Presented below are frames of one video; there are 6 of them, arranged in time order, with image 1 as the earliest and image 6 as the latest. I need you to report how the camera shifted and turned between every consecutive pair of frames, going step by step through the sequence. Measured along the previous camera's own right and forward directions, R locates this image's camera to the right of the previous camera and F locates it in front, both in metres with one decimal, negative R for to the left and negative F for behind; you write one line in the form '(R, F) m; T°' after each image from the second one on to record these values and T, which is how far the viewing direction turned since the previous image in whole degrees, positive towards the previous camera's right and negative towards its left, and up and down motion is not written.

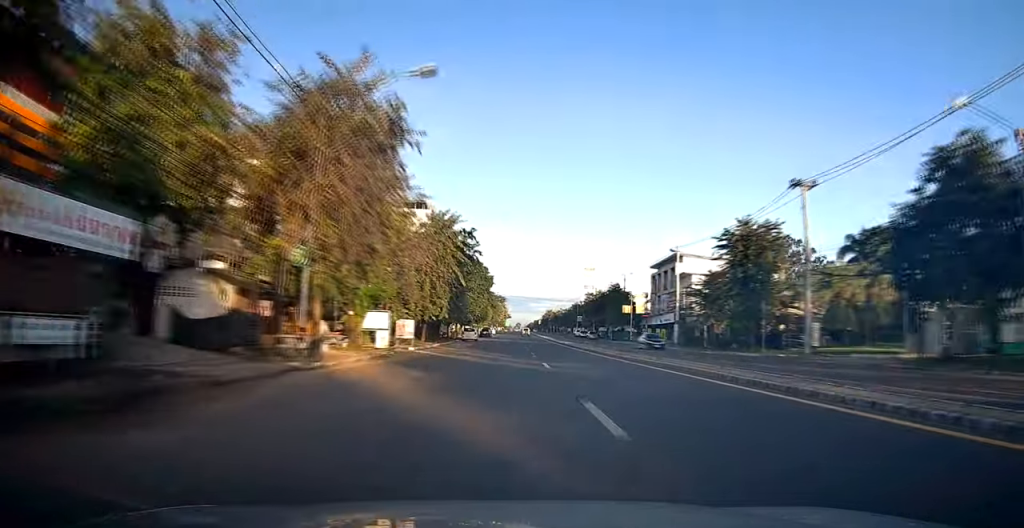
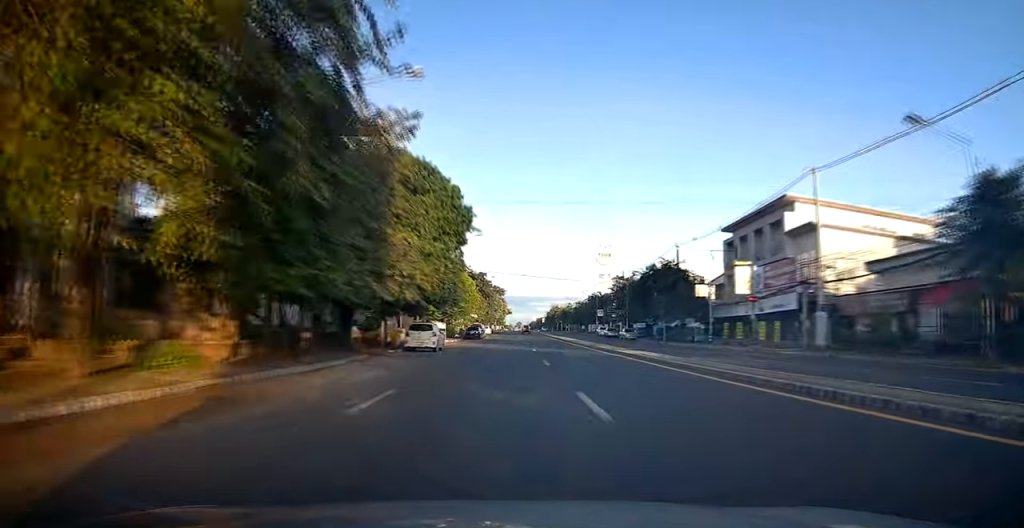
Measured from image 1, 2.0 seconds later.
(+0.4, +33.9) m; +1°
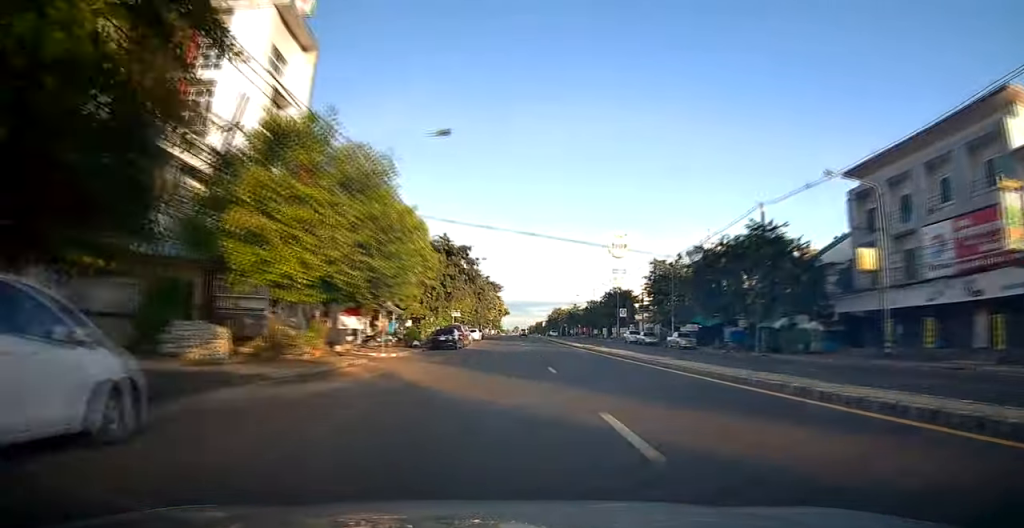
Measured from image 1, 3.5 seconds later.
(-0.3, +26.1) m; 0°
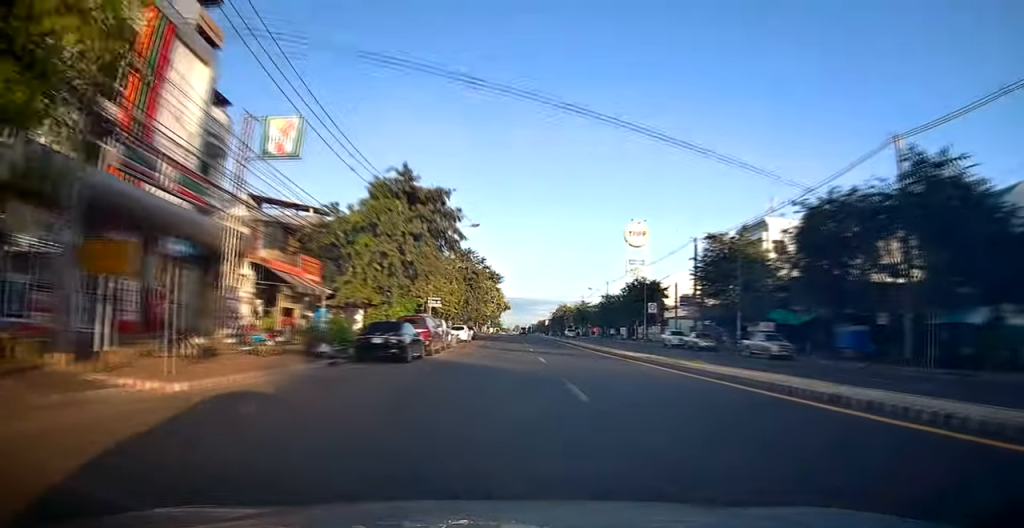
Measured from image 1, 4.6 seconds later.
(0.0, +18.6) m; -1°
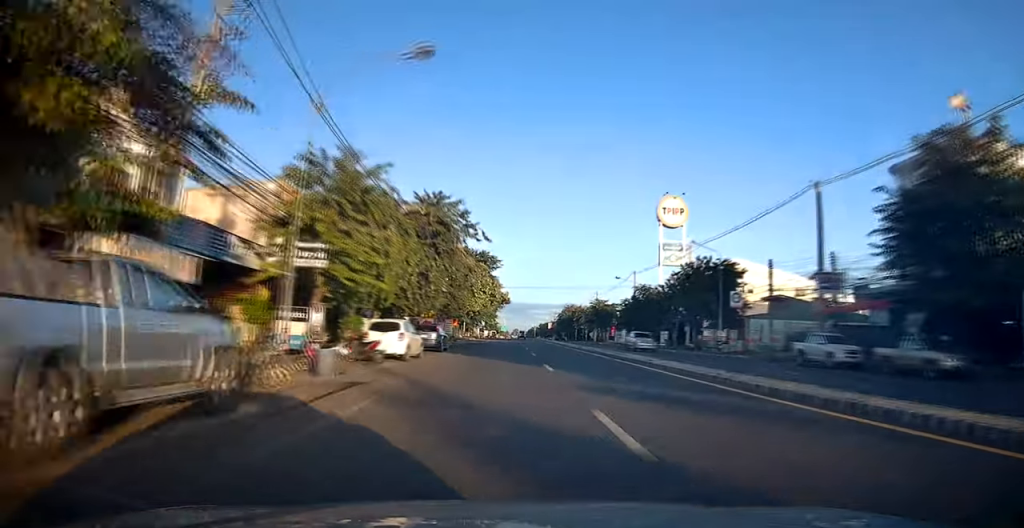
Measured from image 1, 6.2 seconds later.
(-0.2, +28.5) m; +1°
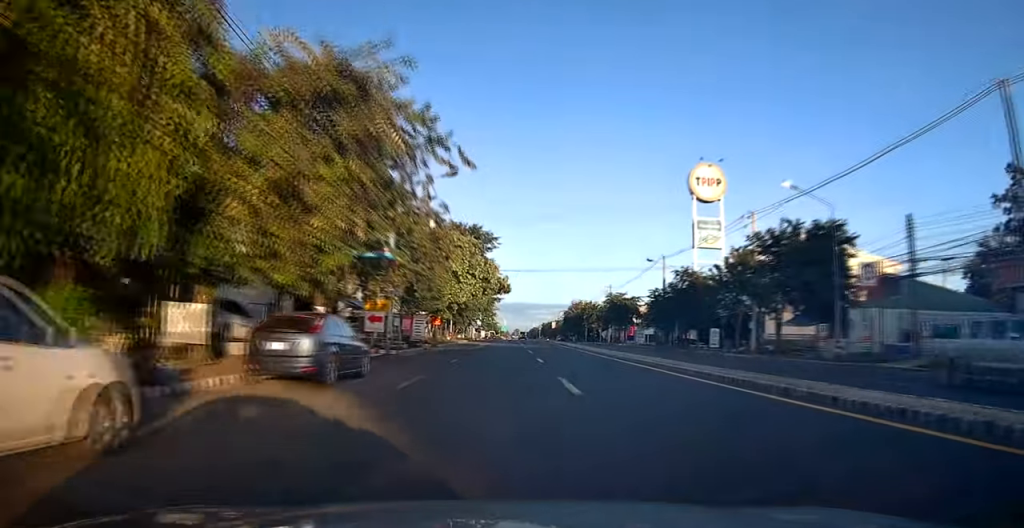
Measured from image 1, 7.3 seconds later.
(+0.4, +18.7) m; 0°
